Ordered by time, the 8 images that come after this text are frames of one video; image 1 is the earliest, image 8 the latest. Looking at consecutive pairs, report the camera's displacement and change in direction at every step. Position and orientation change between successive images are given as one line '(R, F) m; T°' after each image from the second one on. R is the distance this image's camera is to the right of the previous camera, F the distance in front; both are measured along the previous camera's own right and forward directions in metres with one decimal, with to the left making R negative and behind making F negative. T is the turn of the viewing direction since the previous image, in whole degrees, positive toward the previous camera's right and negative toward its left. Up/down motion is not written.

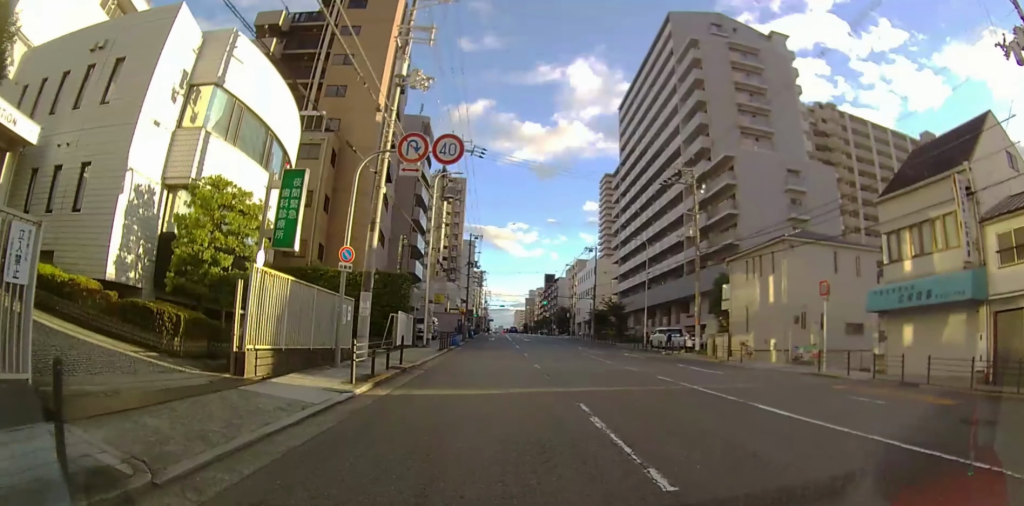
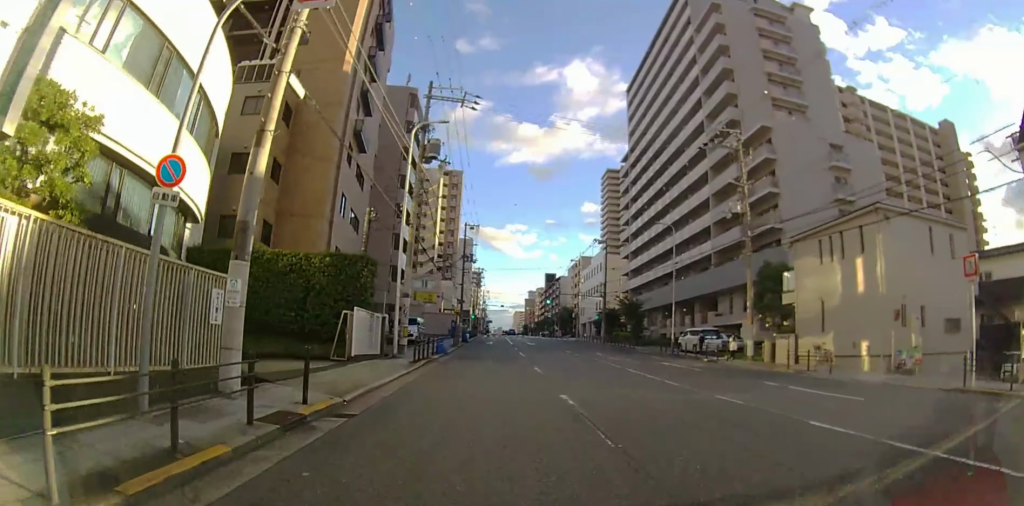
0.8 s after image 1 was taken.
(0.0, +8.2) m; 0°
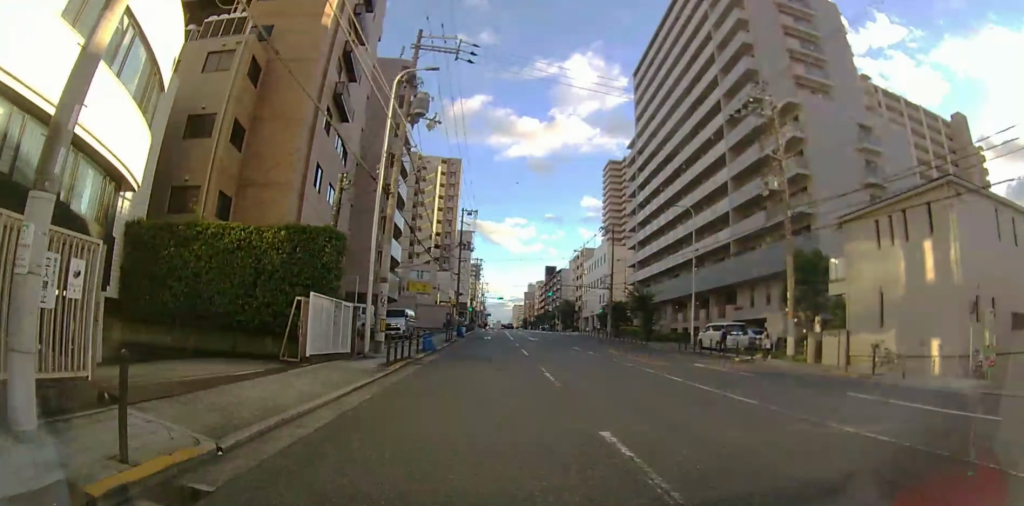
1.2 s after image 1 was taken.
(0.0, +4.4) m; 0°
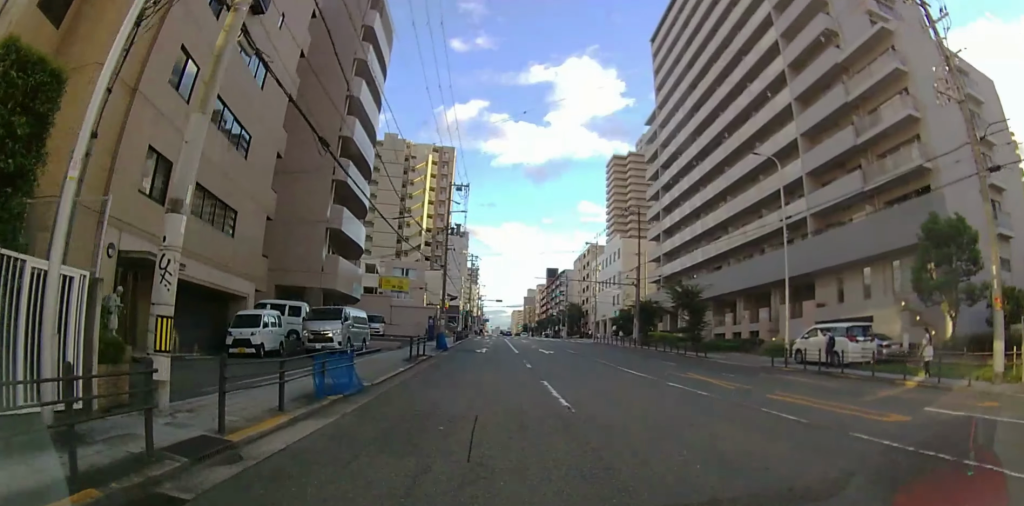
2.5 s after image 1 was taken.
(0.0, +13.1) m; 0°
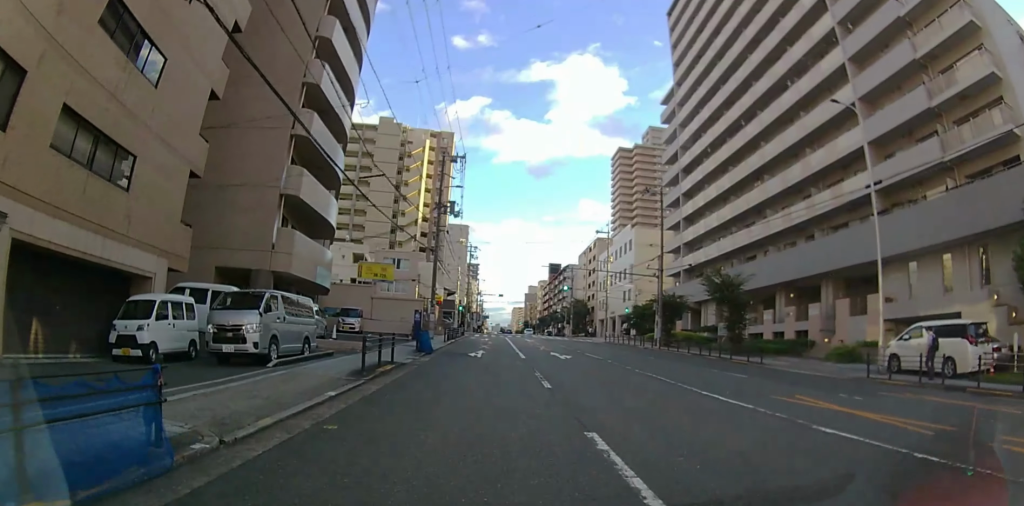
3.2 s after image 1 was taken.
(0.0, +6.7) m; 0°
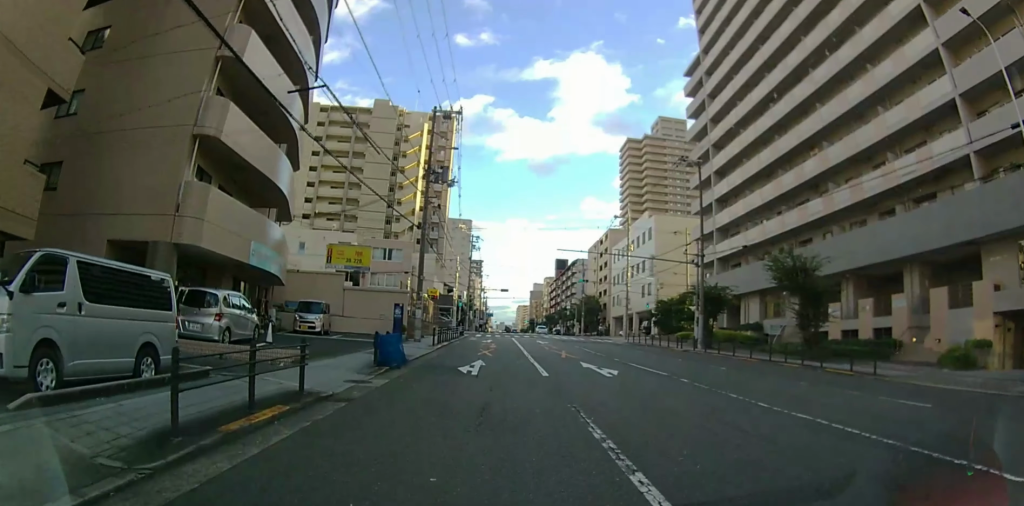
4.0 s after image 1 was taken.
(0.0, +8.2) m; 0°
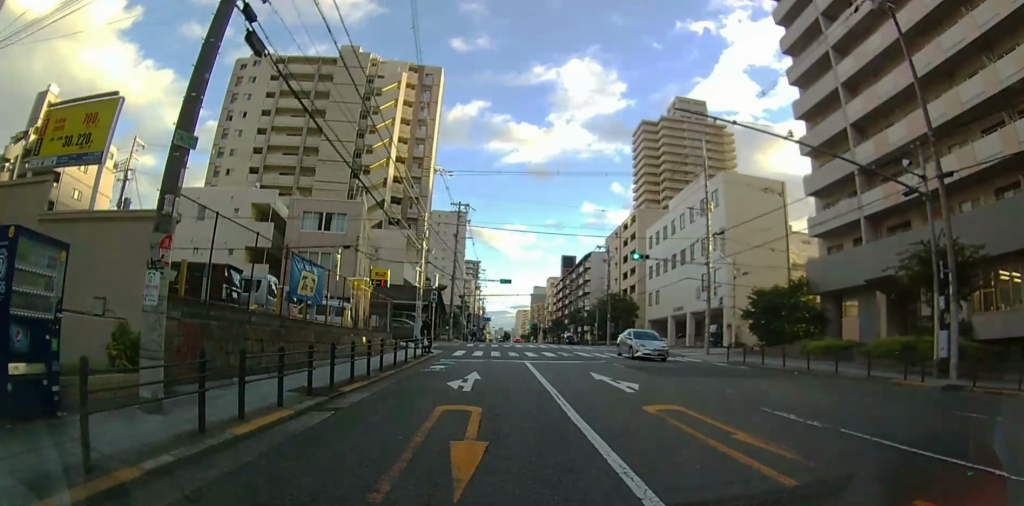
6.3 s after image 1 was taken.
(0.0, +23.1) m; 0°
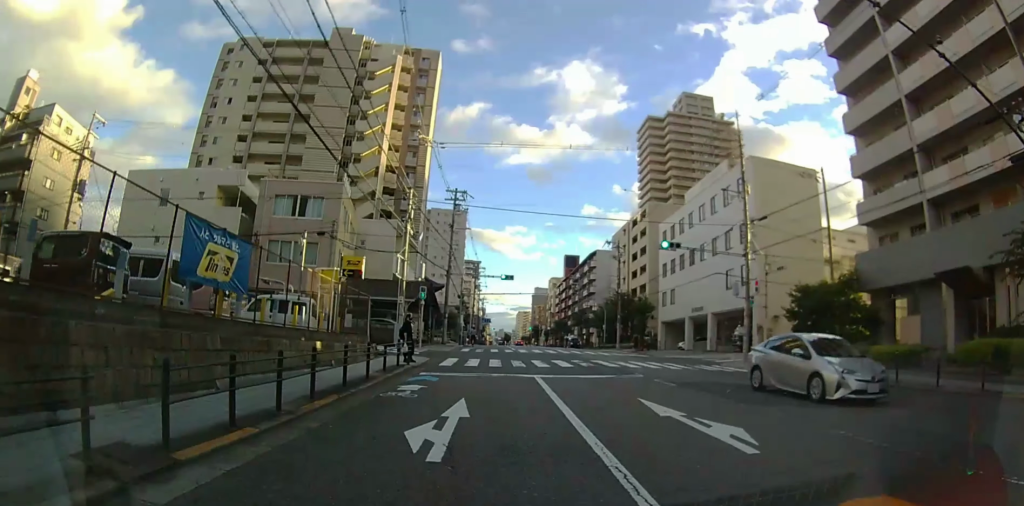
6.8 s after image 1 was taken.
(0.0, +5.4) m; 0°
